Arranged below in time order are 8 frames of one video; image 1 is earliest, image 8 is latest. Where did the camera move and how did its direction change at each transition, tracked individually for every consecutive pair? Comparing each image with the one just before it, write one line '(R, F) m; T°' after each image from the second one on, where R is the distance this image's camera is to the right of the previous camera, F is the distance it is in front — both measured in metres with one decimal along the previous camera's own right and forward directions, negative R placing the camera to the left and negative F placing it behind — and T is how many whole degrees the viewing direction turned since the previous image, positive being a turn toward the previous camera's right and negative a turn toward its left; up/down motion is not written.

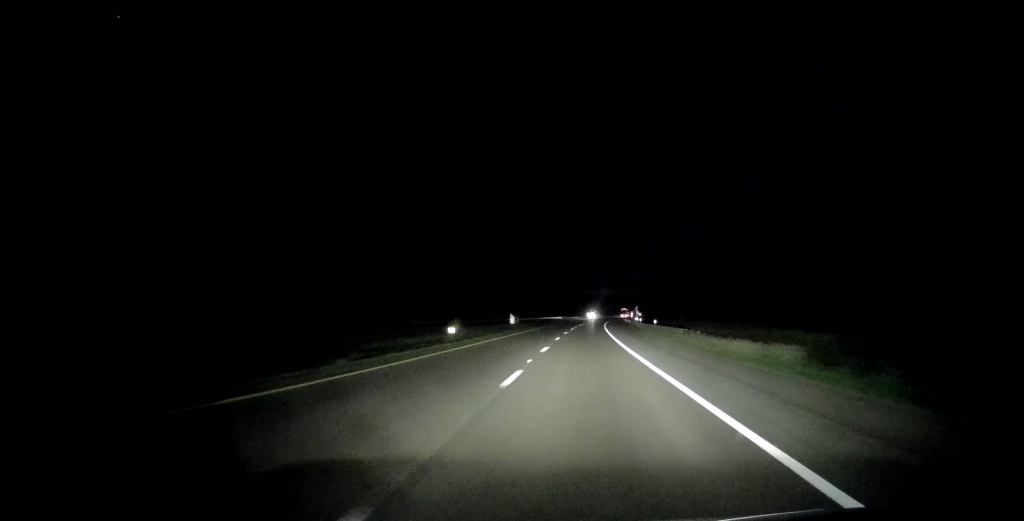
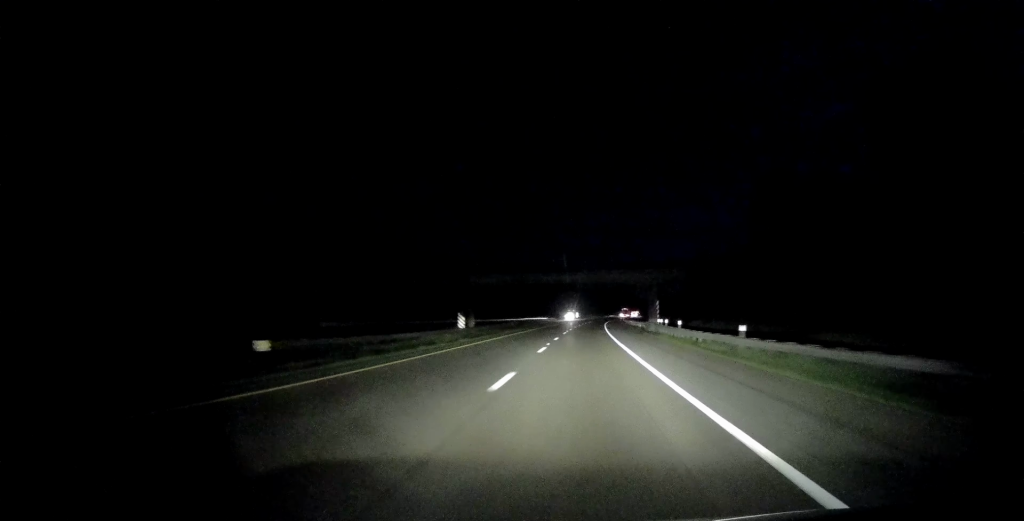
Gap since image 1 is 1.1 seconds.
(+0.4, +36.9) m; +1°
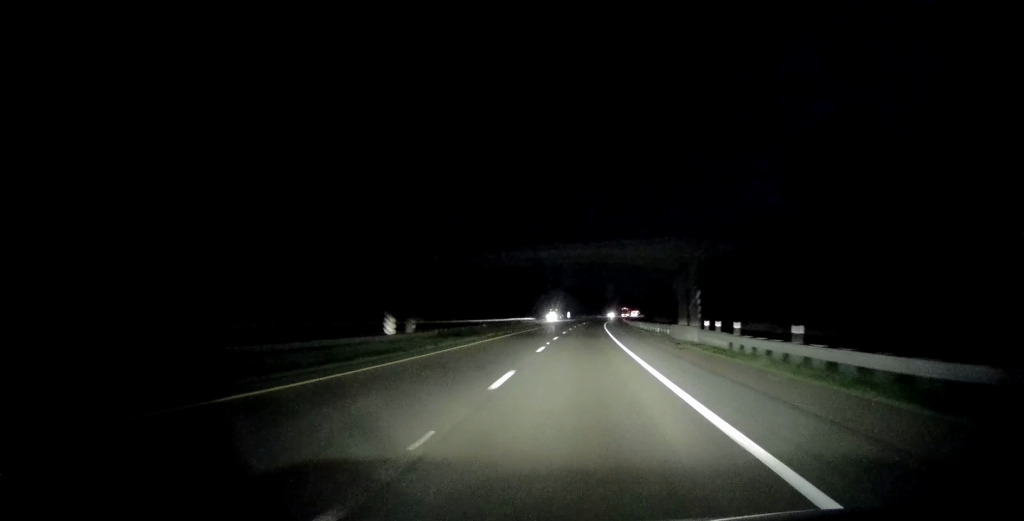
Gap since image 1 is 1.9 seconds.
(+0.1, +23.8) m; +1°
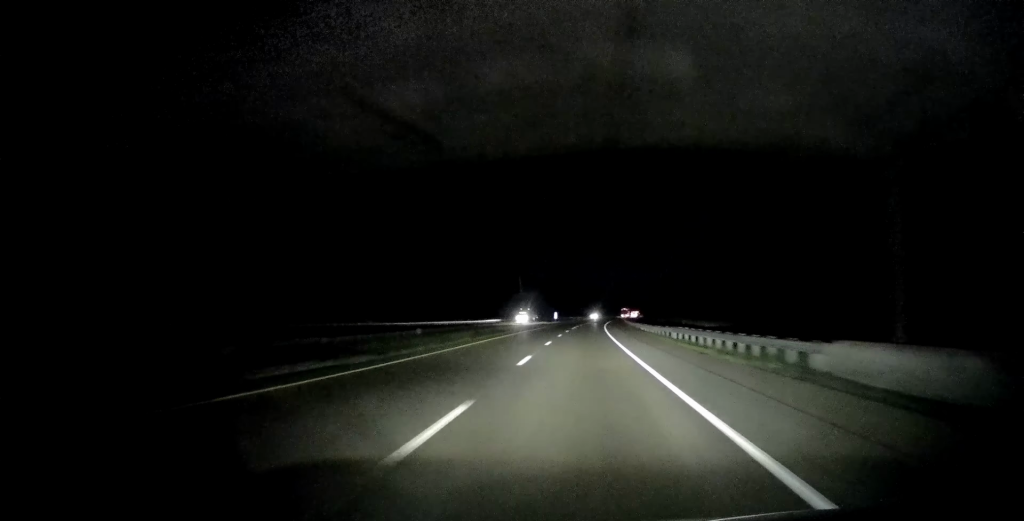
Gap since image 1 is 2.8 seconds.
(+0.3, +30.2) m; +1°
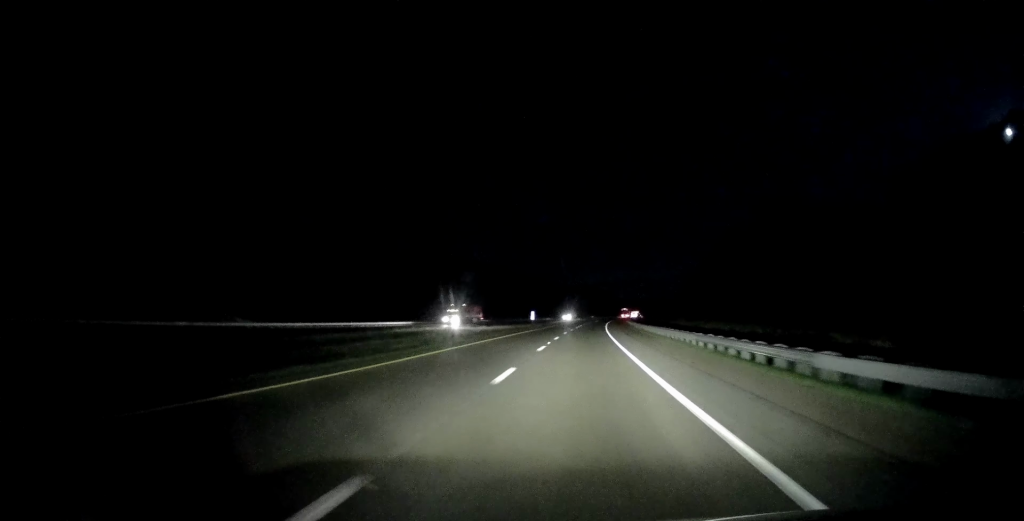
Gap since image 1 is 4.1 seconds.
(+0.7, +40.9) m; +1°
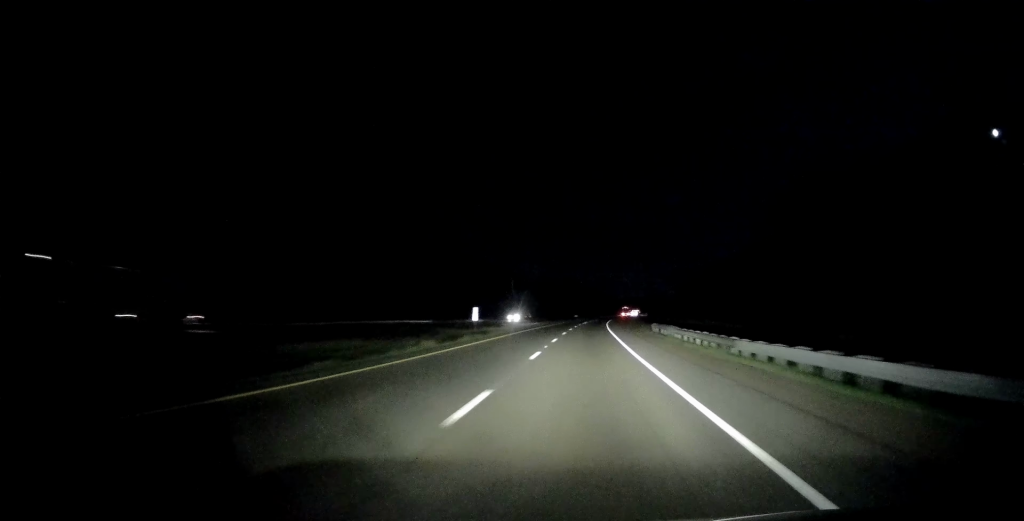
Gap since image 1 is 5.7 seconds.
(+0.3, +52.7) m; +1°
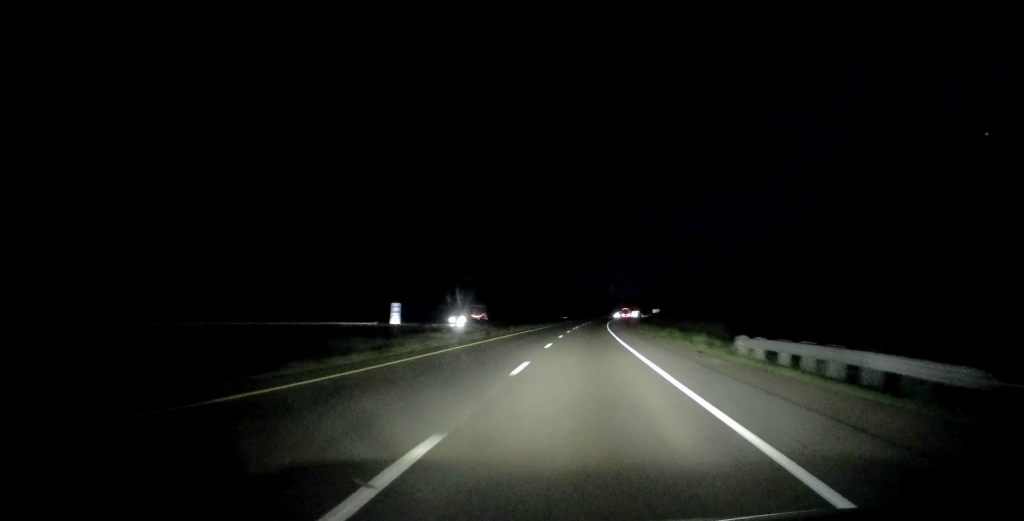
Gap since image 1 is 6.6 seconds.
(+0.5, +30.3) m; +1°
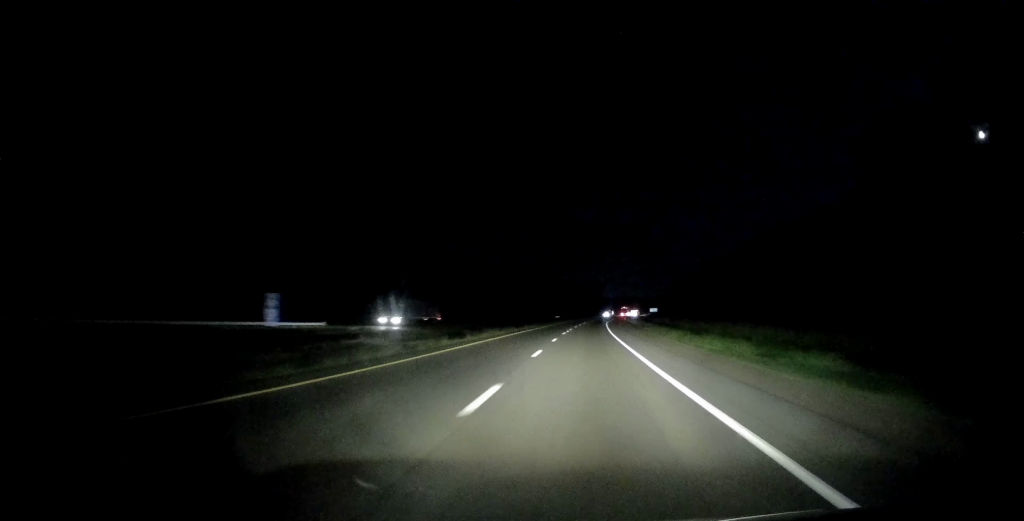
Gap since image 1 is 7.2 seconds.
(0.0, +18.3) m; 0°
